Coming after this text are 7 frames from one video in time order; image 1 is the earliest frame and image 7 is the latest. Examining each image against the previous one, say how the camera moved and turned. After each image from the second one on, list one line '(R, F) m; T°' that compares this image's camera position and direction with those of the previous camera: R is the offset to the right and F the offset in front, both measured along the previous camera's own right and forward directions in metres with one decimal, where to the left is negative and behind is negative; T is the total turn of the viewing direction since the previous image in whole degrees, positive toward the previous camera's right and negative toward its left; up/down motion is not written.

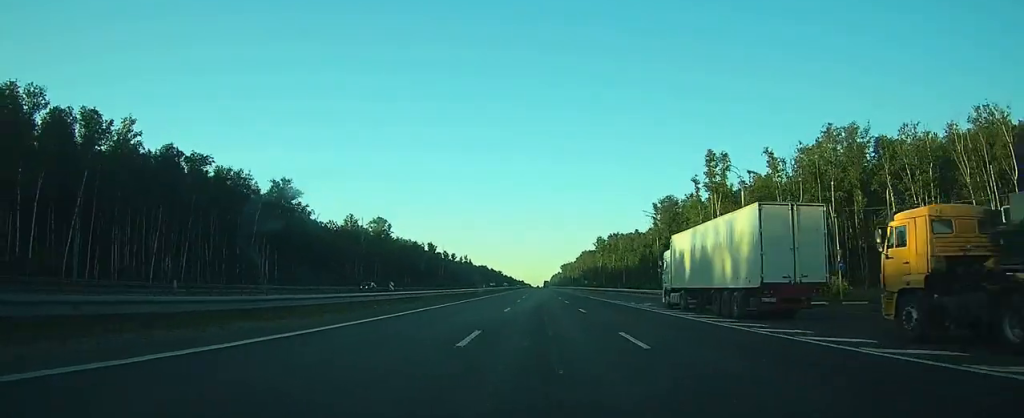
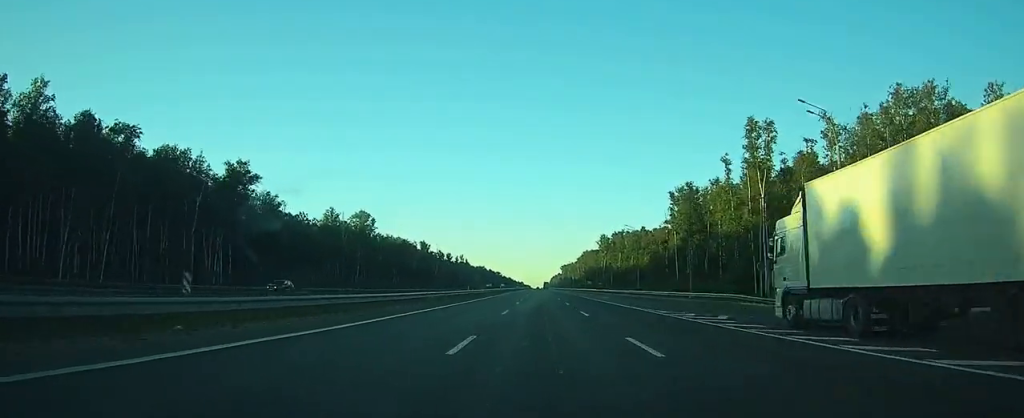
(0.0, +17.3) m; 0°
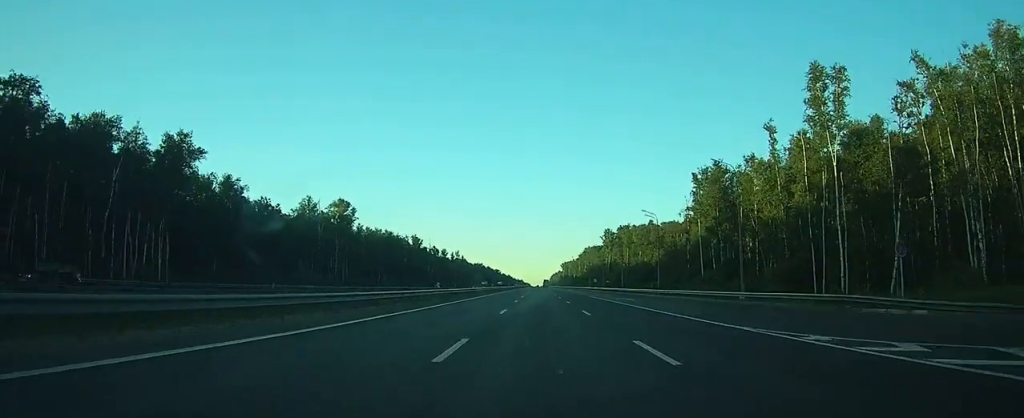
(0.0, +17.3) m; 0°
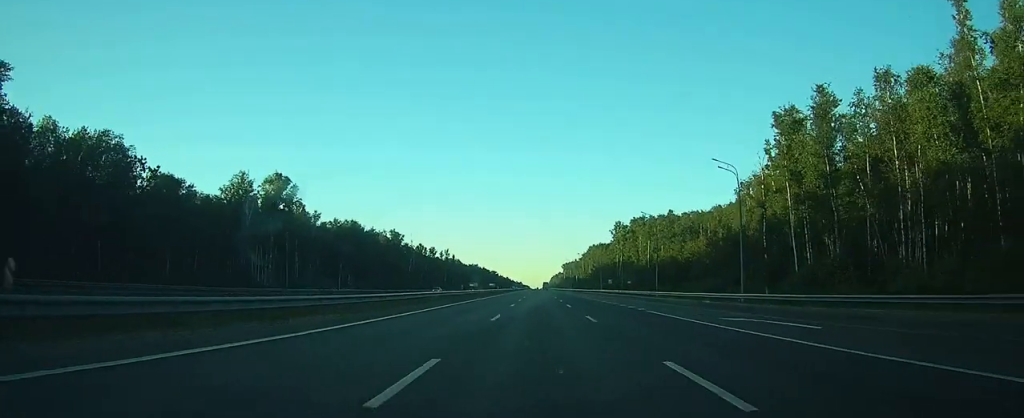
(0.0, +35.5) m; 0°
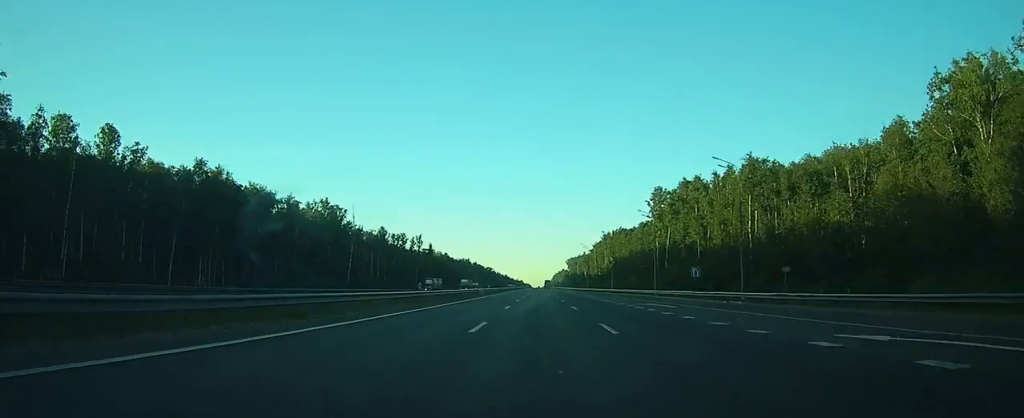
(+0.2, +70.7) m; 0°
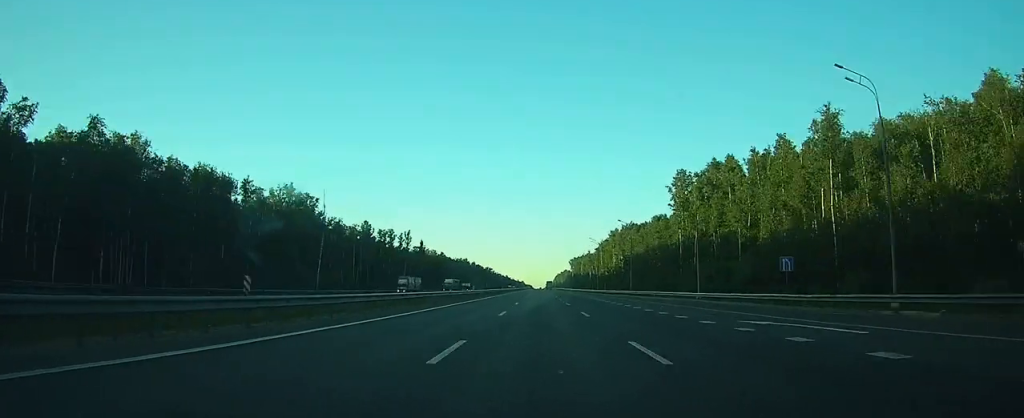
(0.0, +22.4) m; 0°
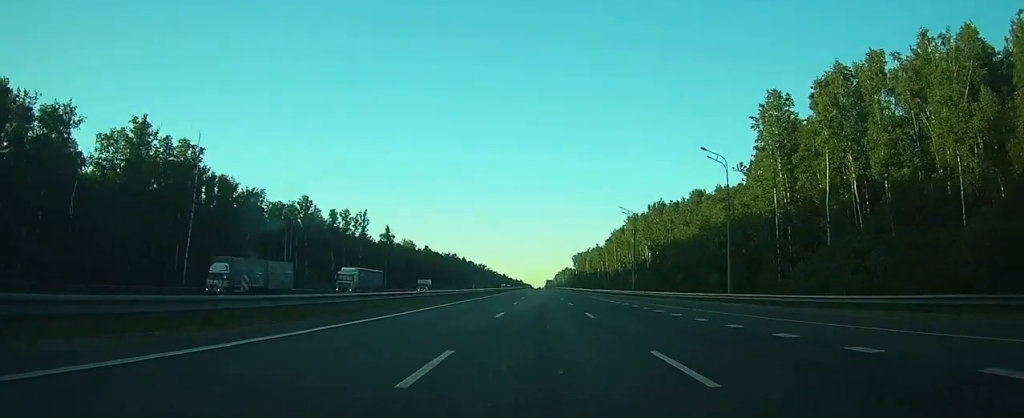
(-0.1, +50.8) m; 0°
